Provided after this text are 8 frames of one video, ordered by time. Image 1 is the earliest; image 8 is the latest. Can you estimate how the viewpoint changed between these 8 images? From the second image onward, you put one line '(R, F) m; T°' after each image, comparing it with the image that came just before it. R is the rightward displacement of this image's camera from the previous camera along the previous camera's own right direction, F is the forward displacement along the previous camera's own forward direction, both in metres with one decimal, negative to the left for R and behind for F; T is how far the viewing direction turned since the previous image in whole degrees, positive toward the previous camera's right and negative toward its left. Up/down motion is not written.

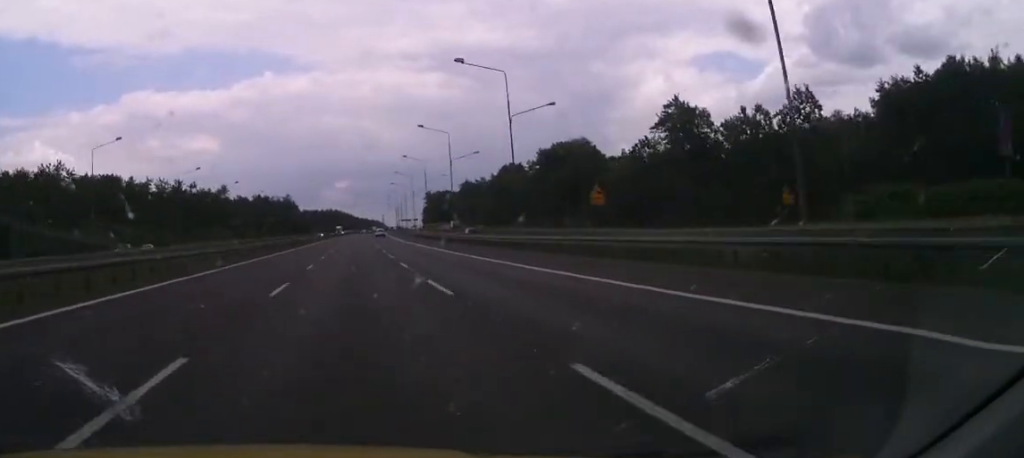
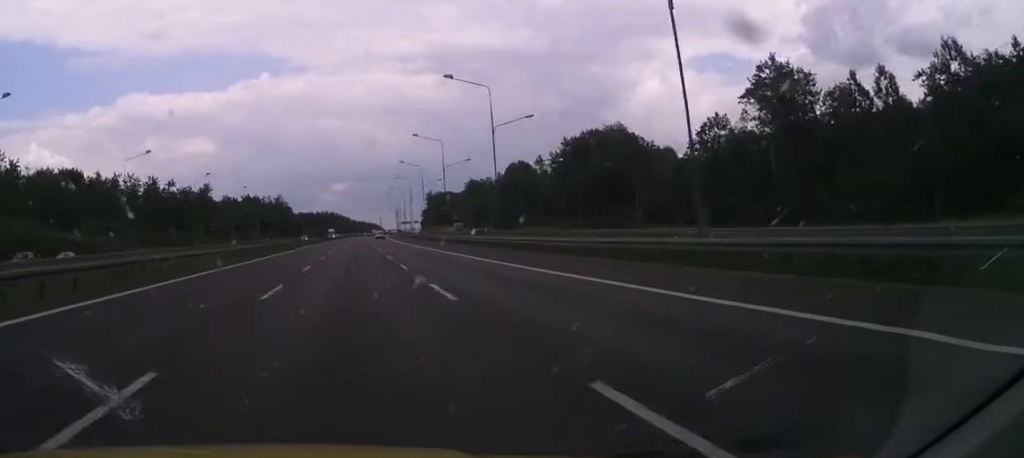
(0.0, +24.9) m; +1°
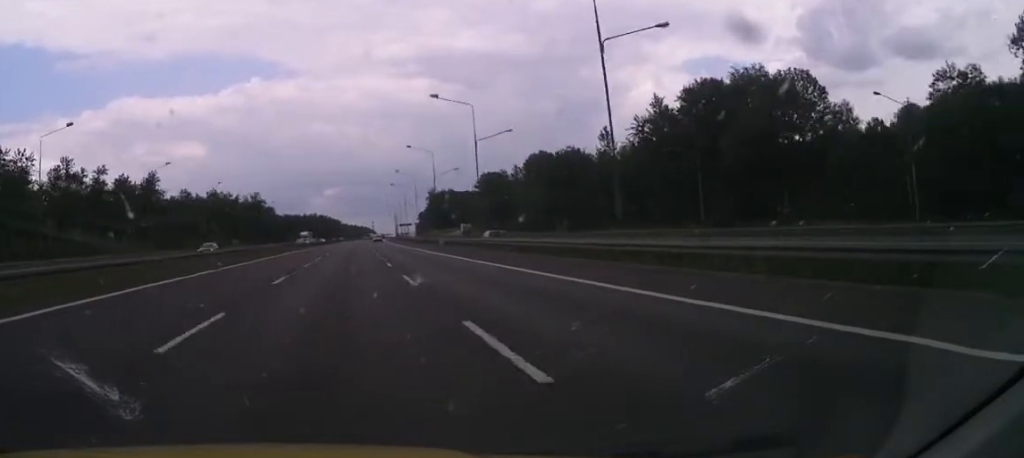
(+1.3, +54.7) m; +1°
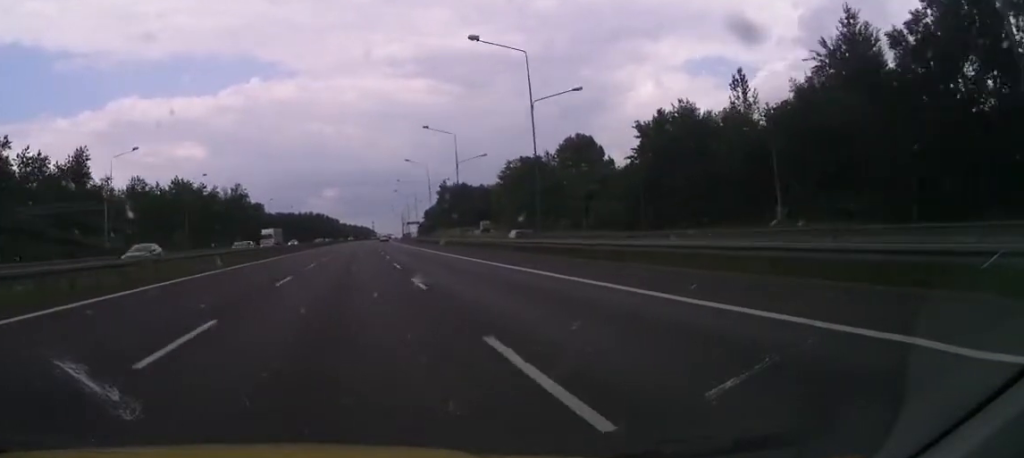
(-0.3, +49.1) m; +1°
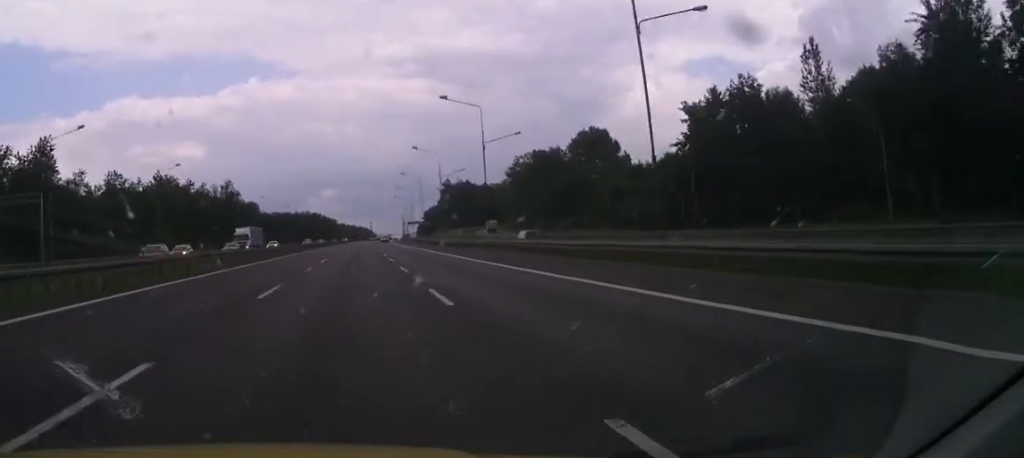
(+0.2, +16.0) m; 0°
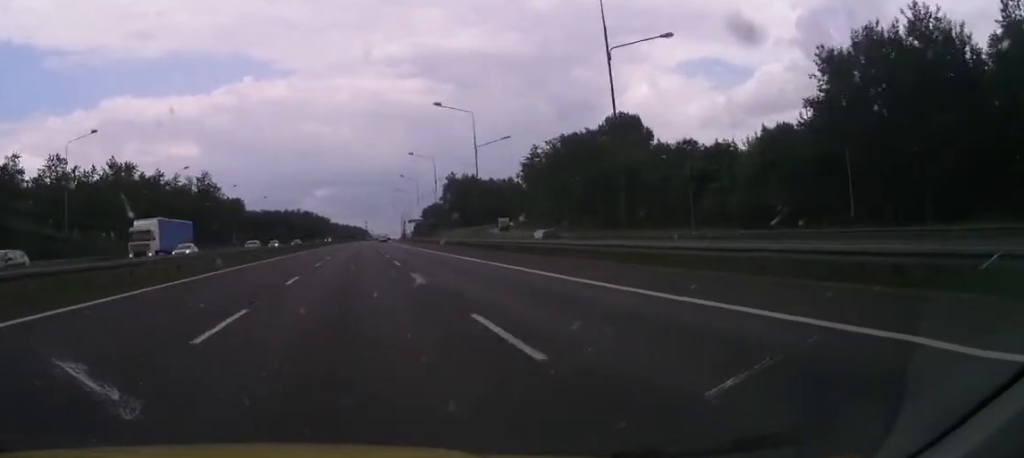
(-0.2, +29.6) m; 0°
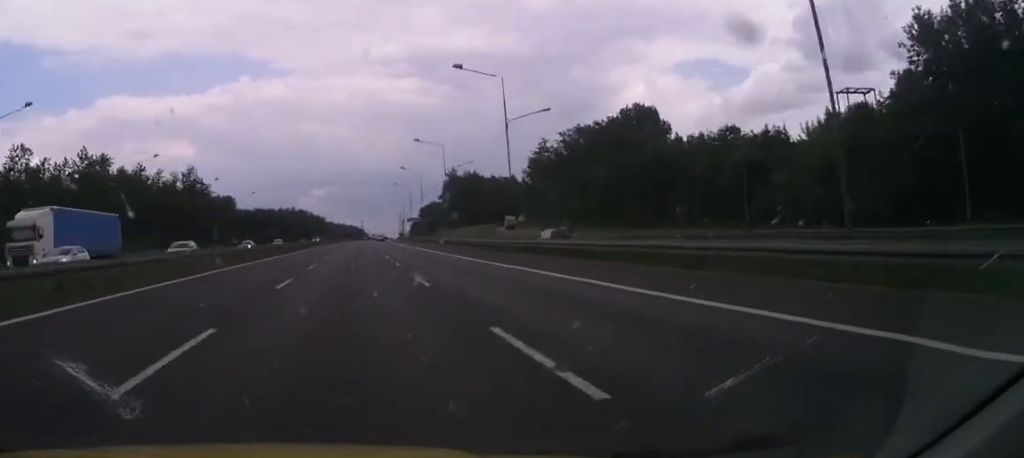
(0.0, +13.7) m; 0°
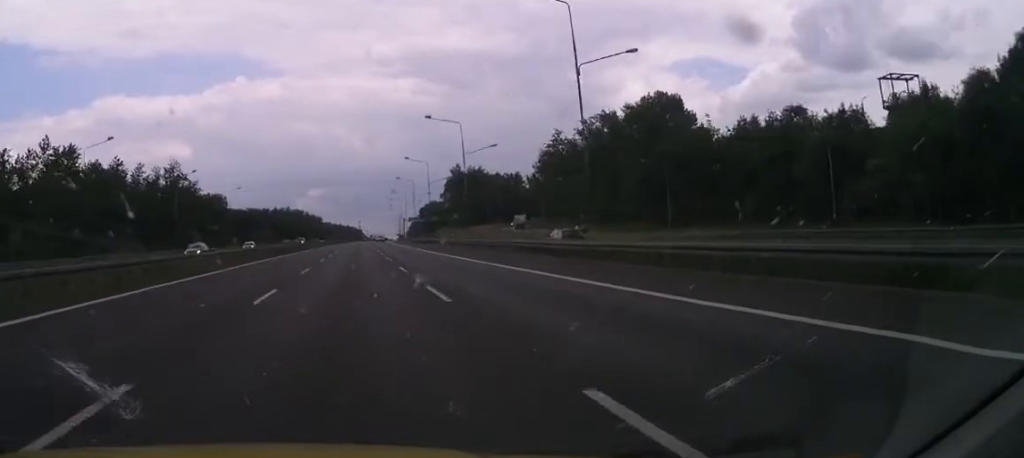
(0.0, +15.8) m; 0°
